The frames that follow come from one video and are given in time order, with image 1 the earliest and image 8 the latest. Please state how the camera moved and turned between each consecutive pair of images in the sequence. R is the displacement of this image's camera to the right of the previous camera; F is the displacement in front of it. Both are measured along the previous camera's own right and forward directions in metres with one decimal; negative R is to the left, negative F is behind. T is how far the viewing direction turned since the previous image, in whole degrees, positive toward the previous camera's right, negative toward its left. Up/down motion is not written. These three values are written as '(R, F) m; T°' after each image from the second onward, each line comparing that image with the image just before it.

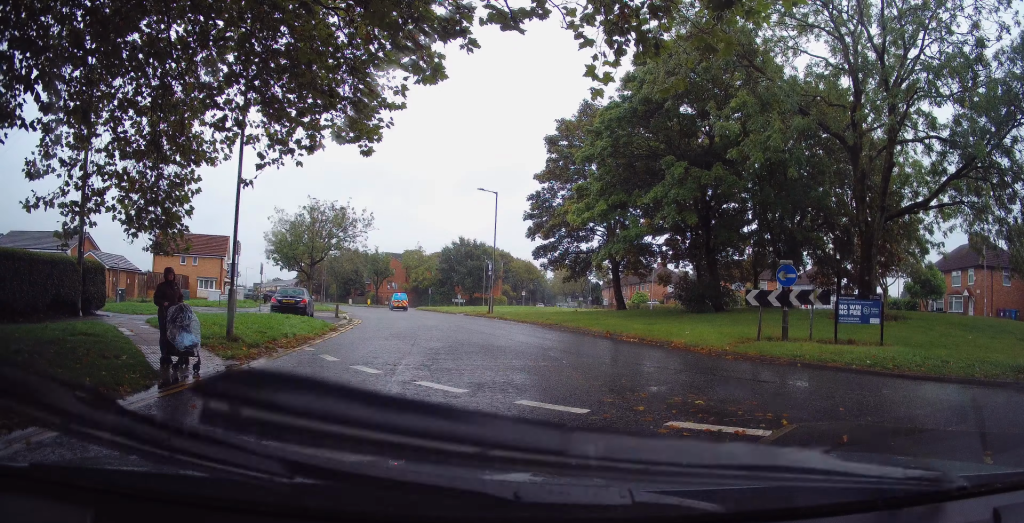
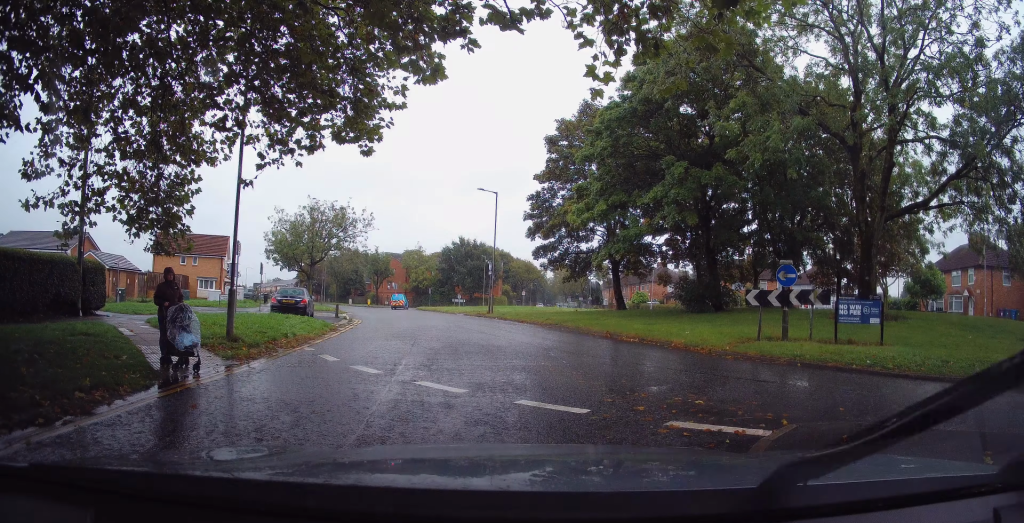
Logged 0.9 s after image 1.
(0.0, 0.0) m; 0°
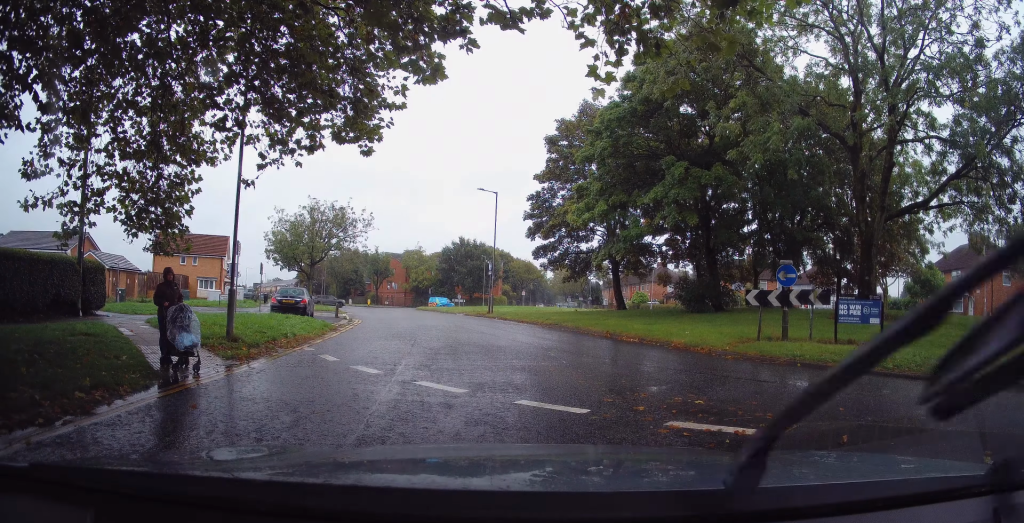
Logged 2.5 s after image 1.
(0.0, 0.0) m; 0°
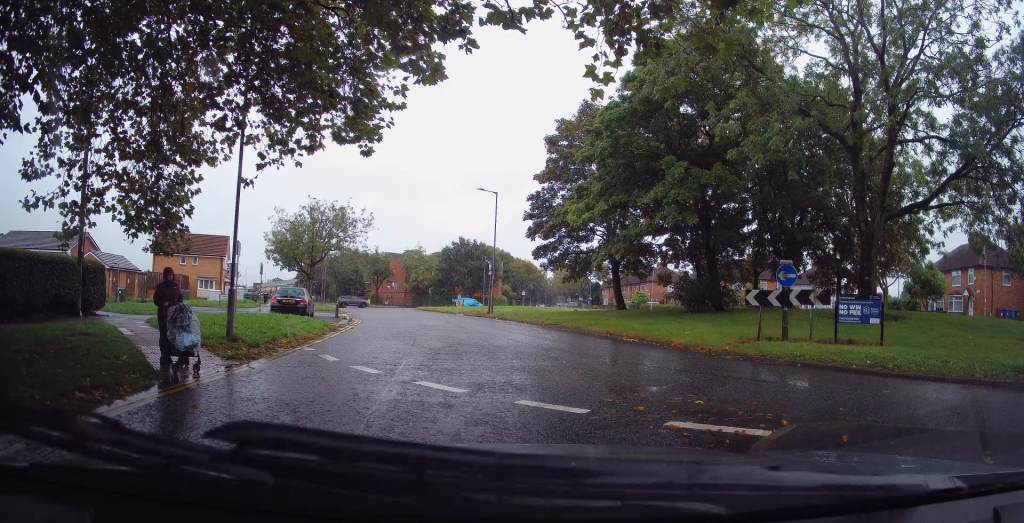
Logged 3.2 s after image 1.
(0.0, 0.0) m; 0°
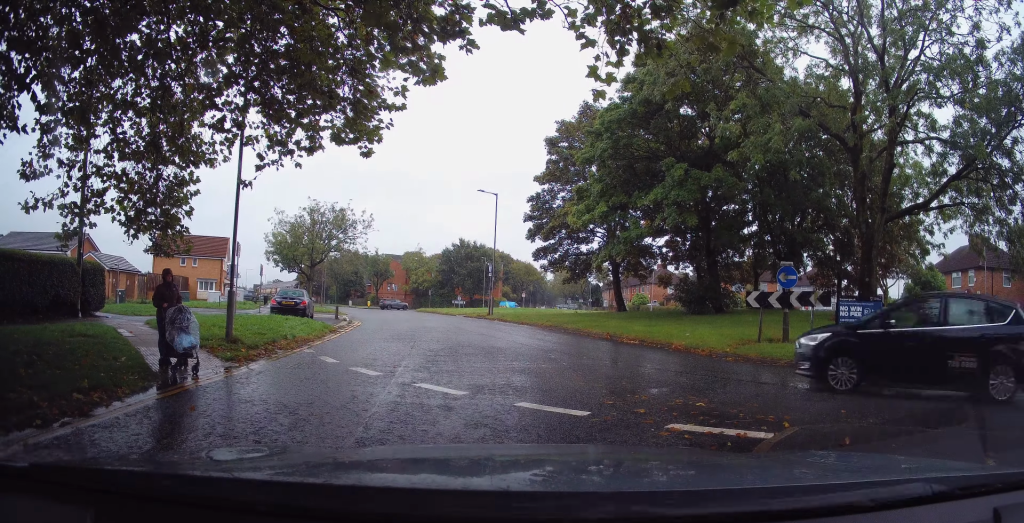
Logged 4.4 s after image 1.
(0.0, 0.0) m; 0°
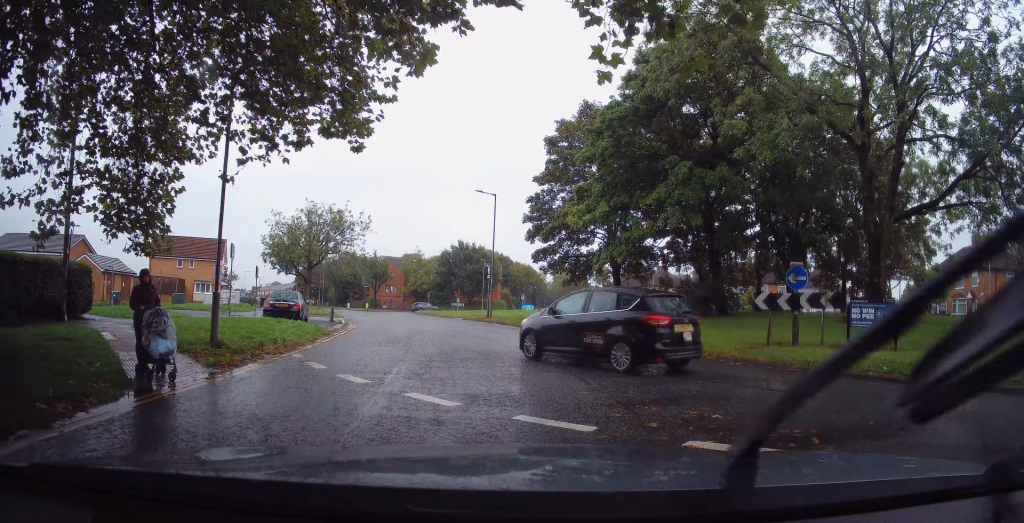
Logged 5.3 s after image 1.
(0.0, 0.0) m; 0°
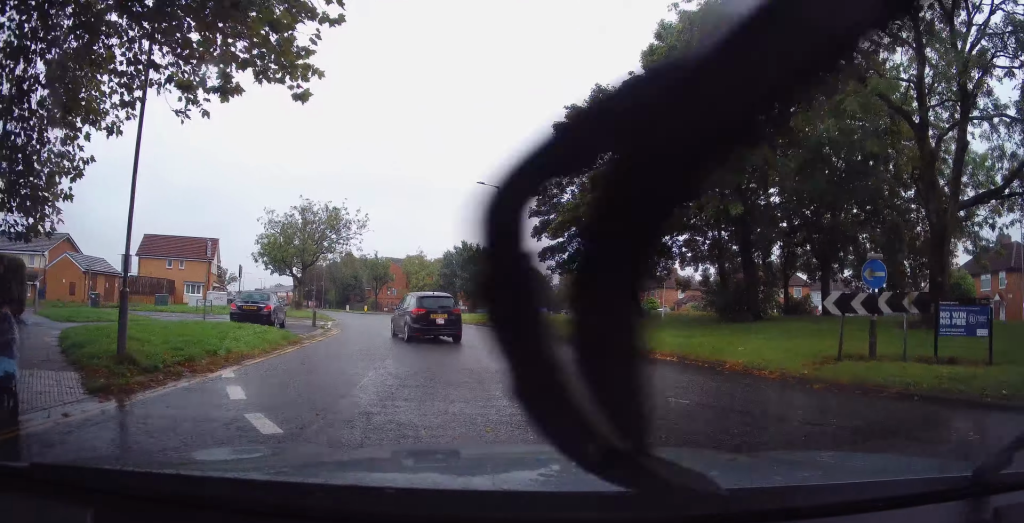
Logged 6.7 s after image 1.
(-0.1, +1.3) m; +4°
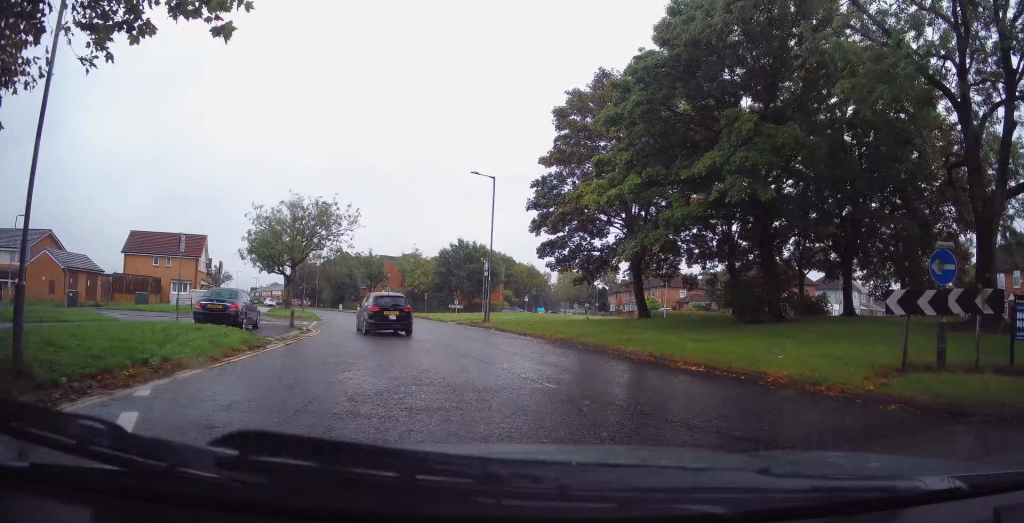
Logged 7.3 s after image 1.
(+0.1, +1.9) m; 0°
